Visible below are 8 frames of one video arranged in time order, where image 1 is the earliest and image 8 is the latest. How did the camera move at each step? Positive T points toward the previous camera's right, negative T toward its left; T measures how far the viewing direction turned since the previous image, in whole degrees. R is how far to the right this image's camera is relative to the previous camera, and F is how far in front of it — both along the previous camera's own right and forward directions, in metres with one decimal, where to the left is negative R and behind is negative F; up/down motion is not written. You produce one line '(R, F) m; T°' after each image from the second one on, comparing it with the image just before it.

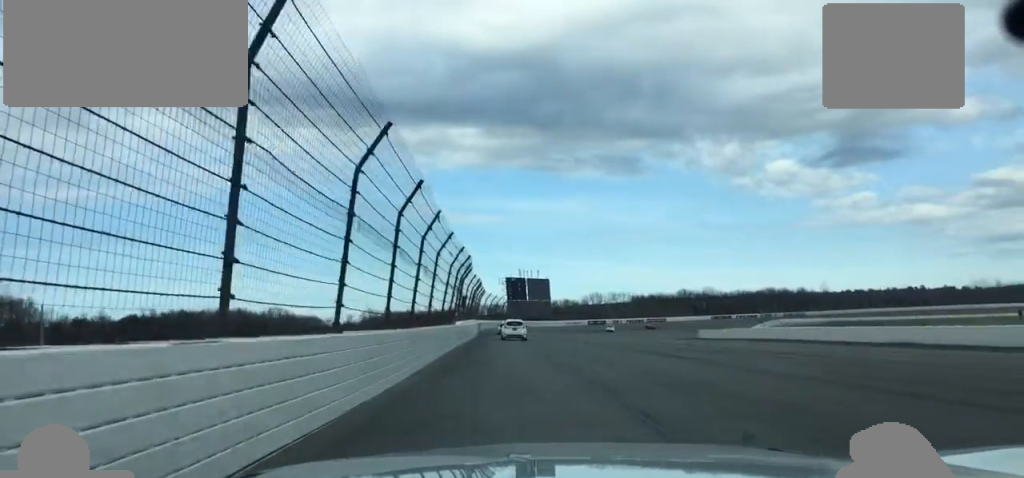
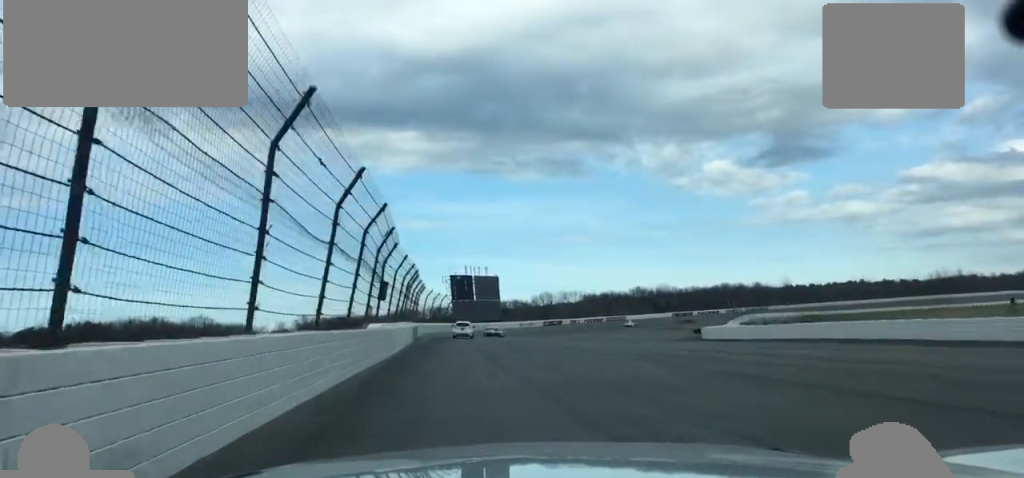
(+0.7, +25.2) m; +3°
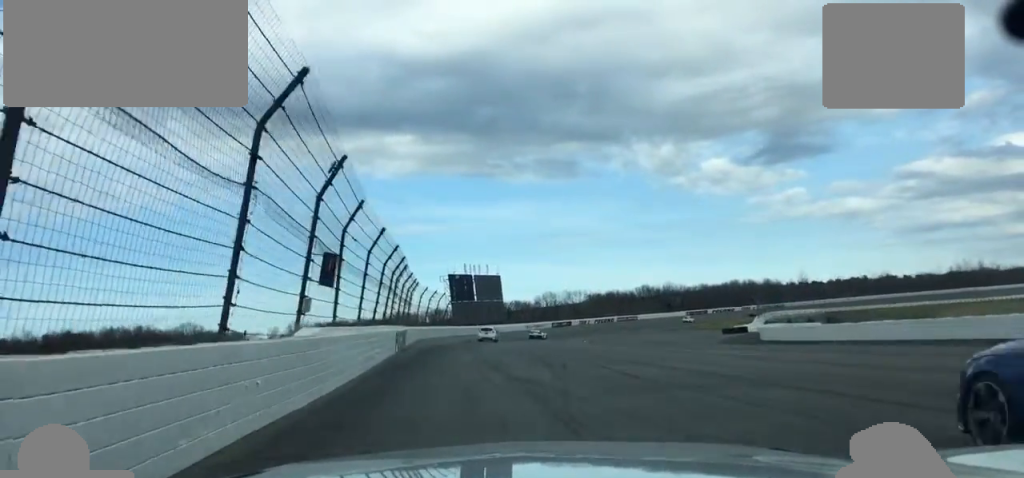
(+0.5, +17.3) m; +1°
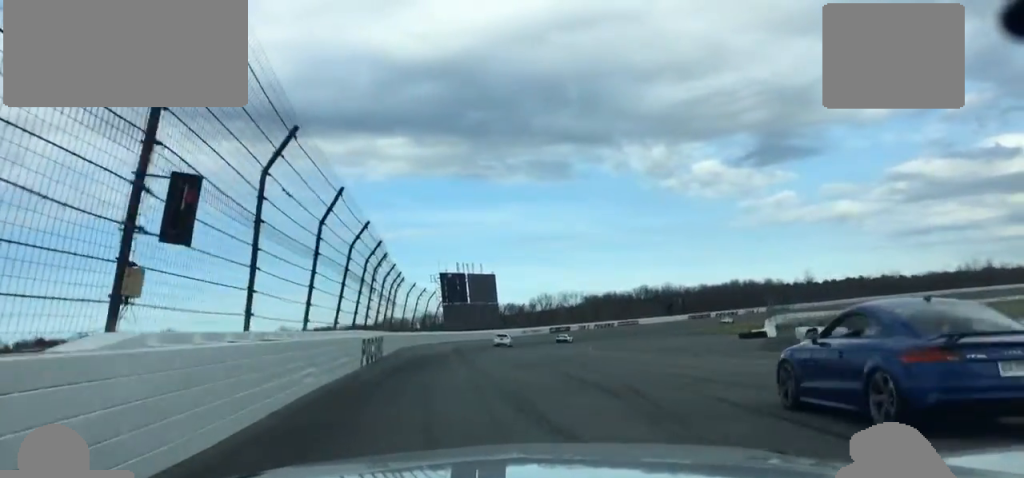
(-0.2, +11.6) m; +1°
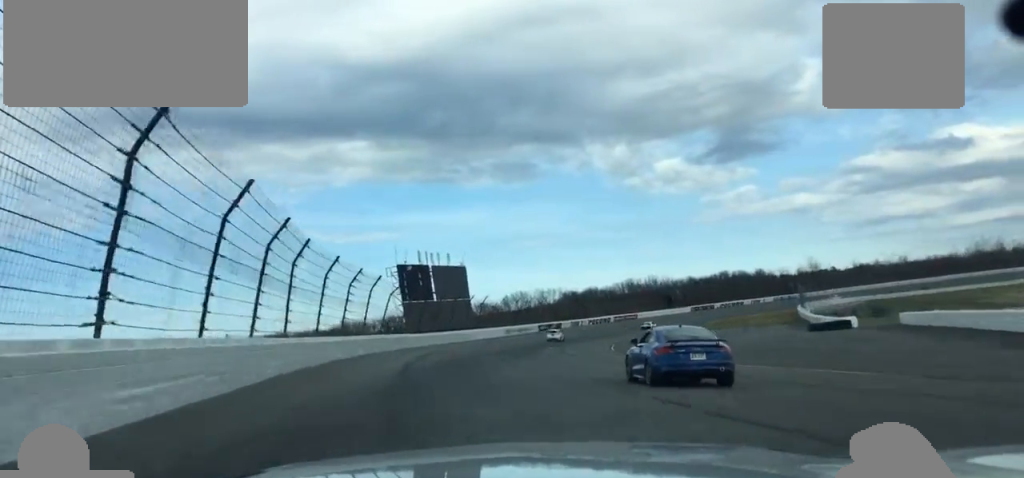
(+0.9, +33.3) m; +2°
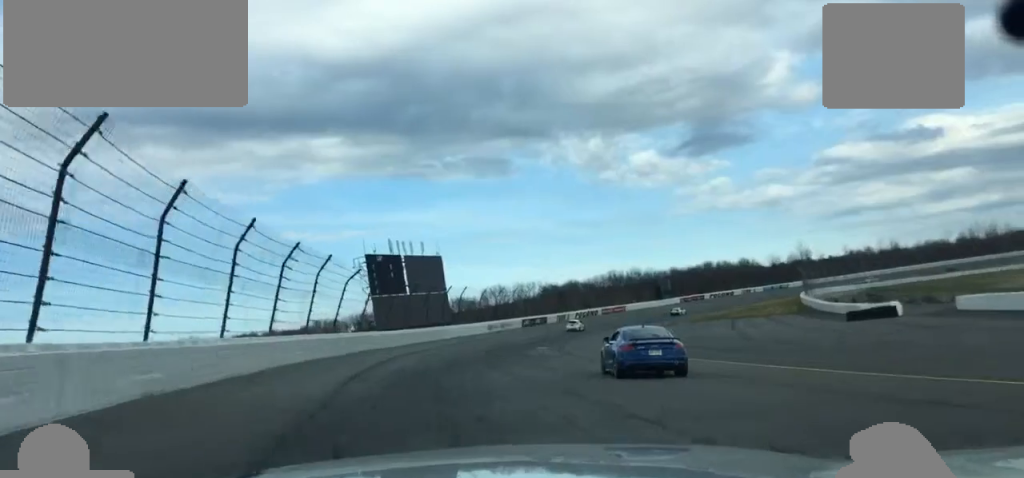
(0.0, +14.8) m; +1°
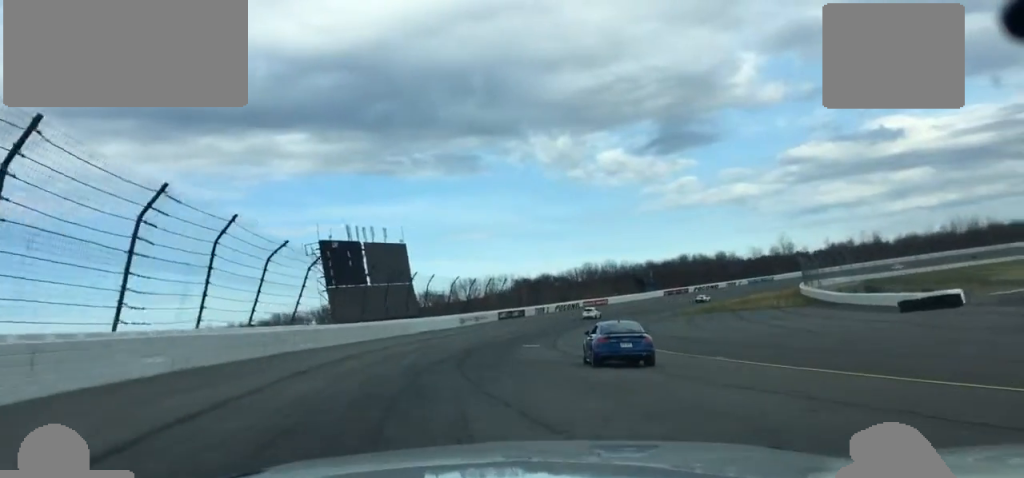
(-0.3, +13.9) m; +1°
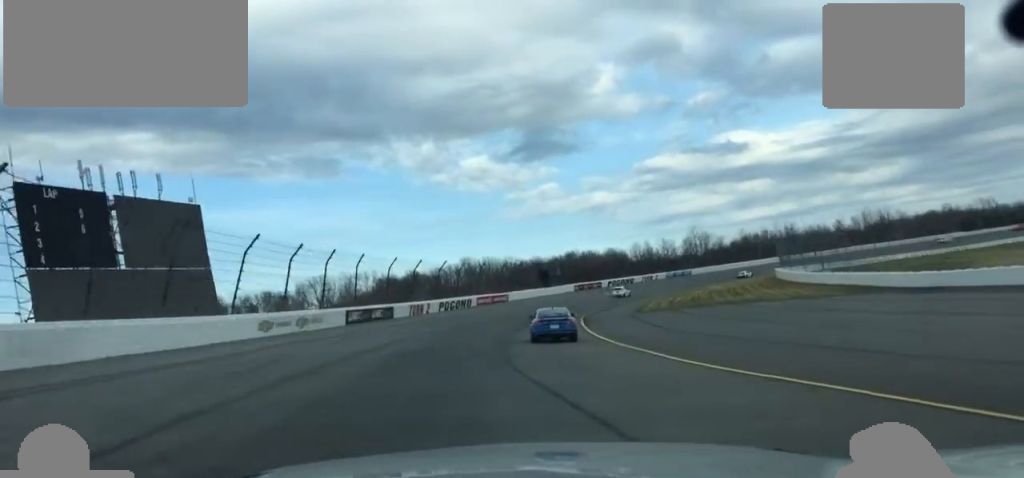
(+3.3, +44.7) m; +8°
